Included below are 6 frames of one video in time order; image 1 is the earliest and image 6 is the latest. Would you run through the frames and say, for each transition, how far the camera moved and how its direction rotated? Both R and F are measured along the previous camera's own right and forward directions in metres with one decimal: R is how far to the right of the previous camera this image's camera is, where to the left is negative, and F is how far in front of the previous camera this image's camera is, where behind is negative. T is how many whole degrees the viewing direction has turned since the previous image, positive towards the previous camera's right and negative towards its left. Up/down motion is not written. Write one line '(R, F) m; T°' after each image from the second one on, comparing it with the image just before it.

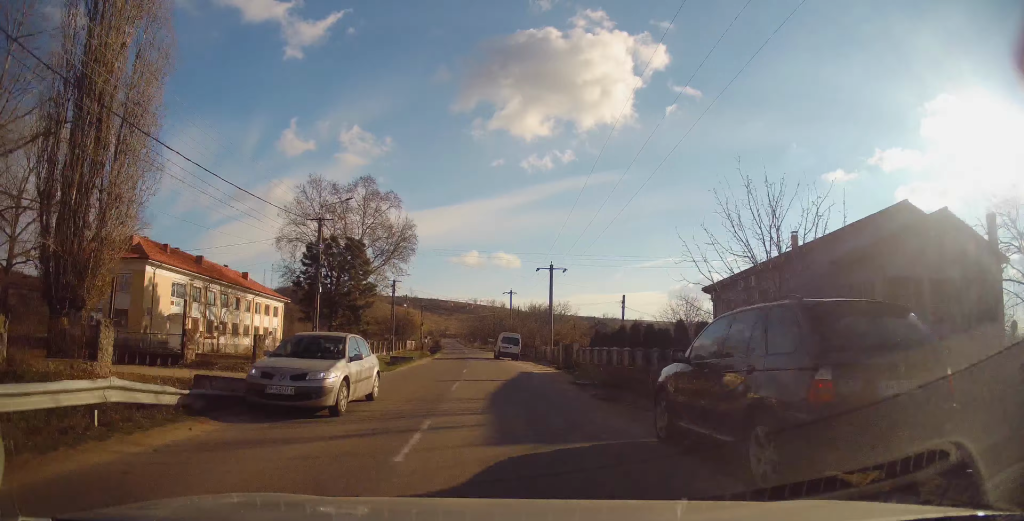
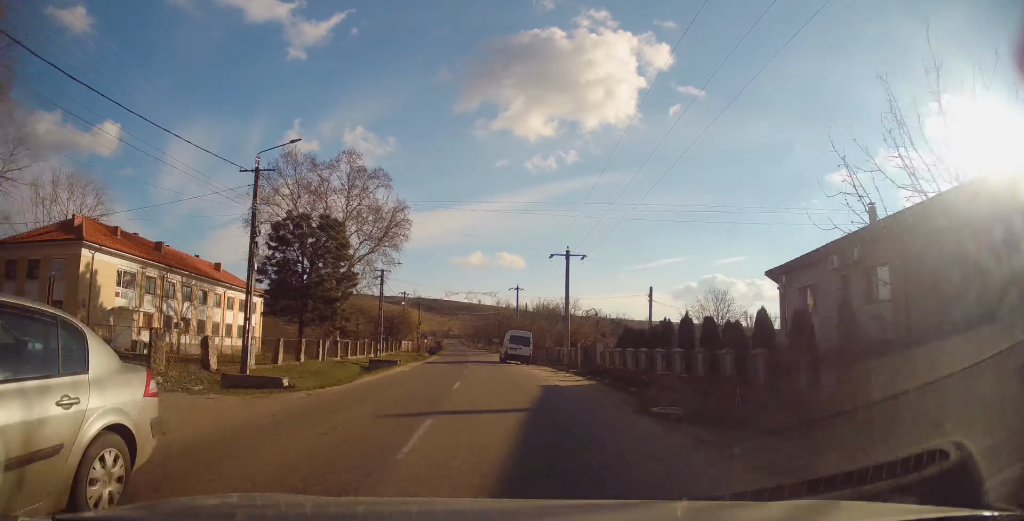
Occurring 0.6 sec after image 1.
(+0.1, +9.3) m; +1°
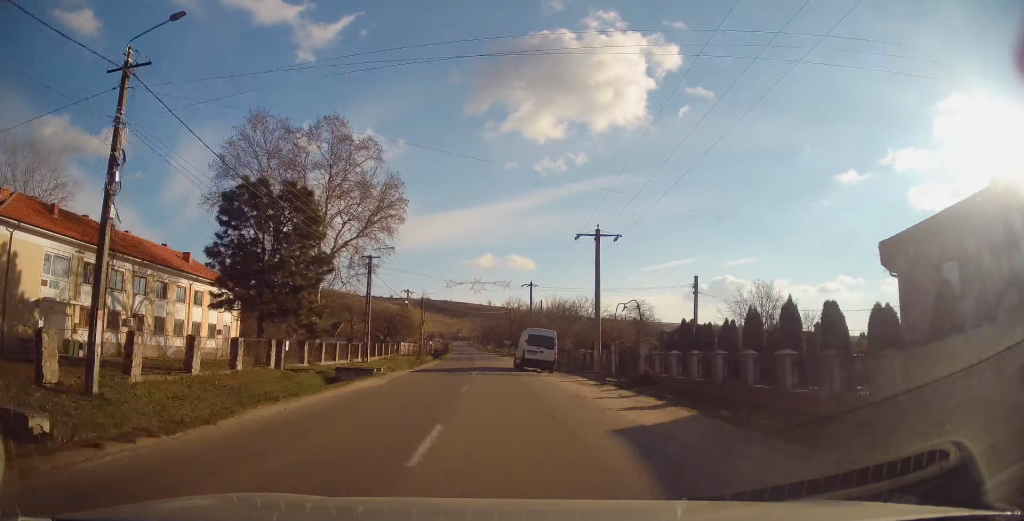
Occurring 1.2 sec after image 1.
(0.0, +9.1) m; -1°
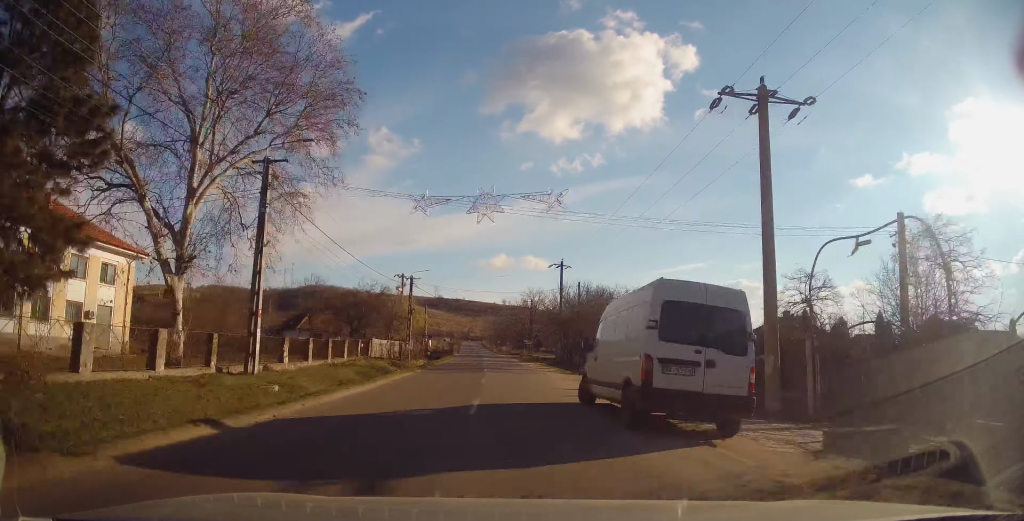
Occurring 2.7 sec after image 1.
(-0.6, +22.9) m; -3°
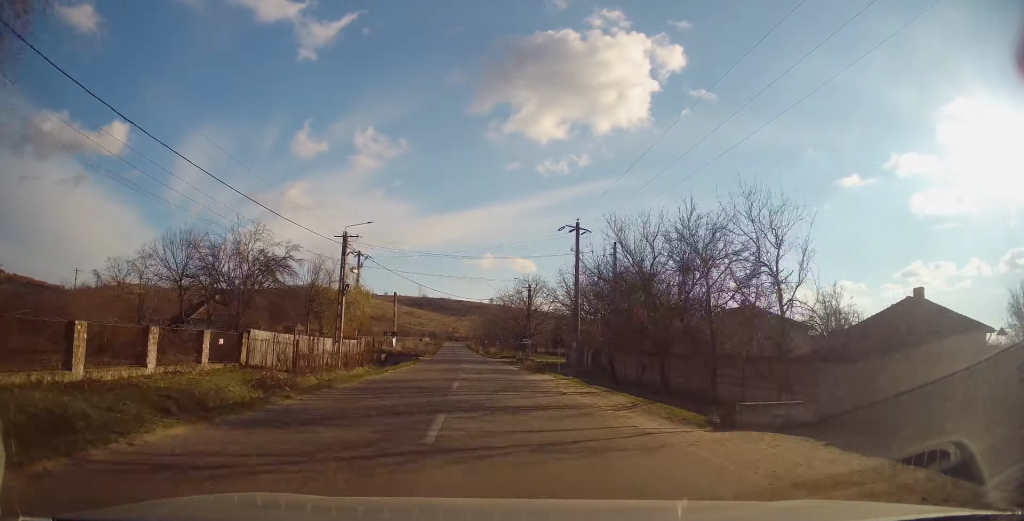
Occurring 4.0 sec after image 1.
(+0.2, +21.3) m; +1°
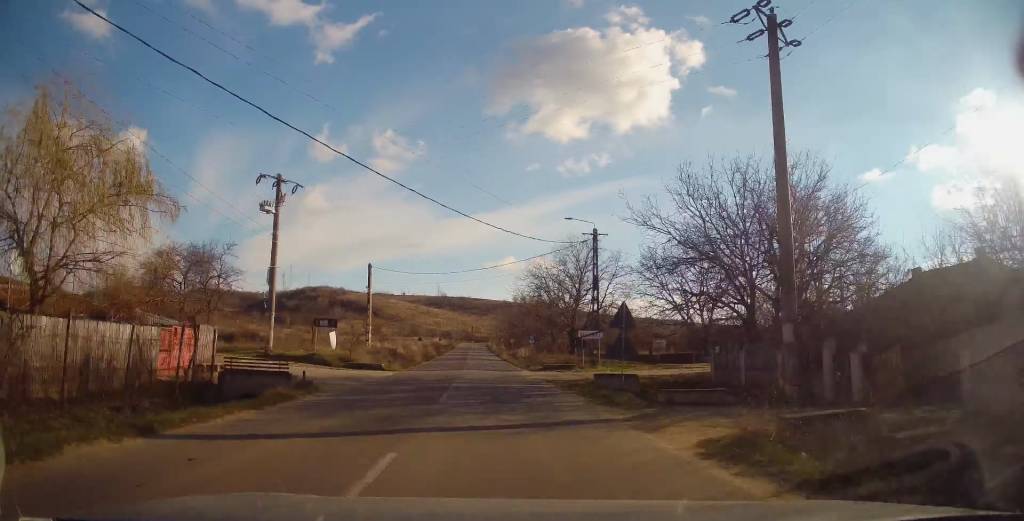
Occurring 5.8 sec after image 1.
(-0.1, +30.4) m; -2°
